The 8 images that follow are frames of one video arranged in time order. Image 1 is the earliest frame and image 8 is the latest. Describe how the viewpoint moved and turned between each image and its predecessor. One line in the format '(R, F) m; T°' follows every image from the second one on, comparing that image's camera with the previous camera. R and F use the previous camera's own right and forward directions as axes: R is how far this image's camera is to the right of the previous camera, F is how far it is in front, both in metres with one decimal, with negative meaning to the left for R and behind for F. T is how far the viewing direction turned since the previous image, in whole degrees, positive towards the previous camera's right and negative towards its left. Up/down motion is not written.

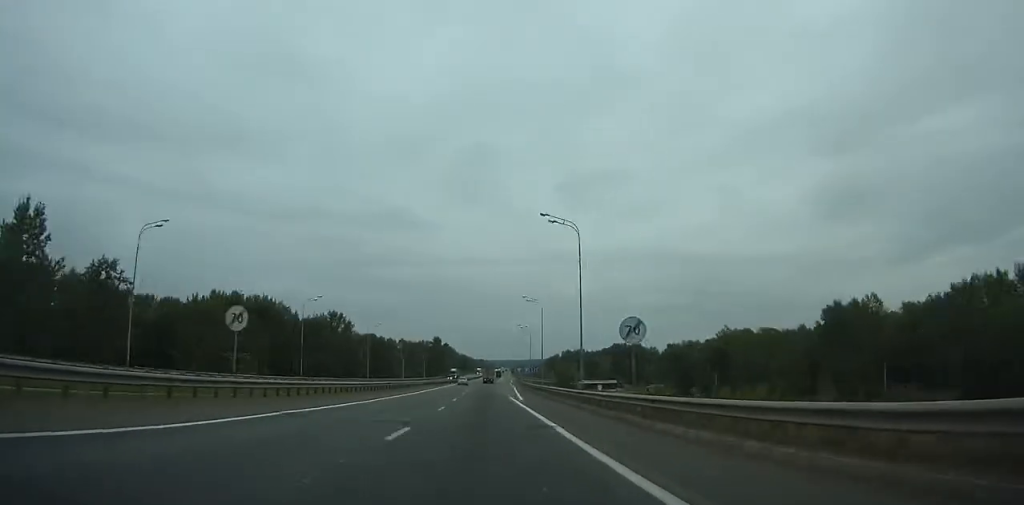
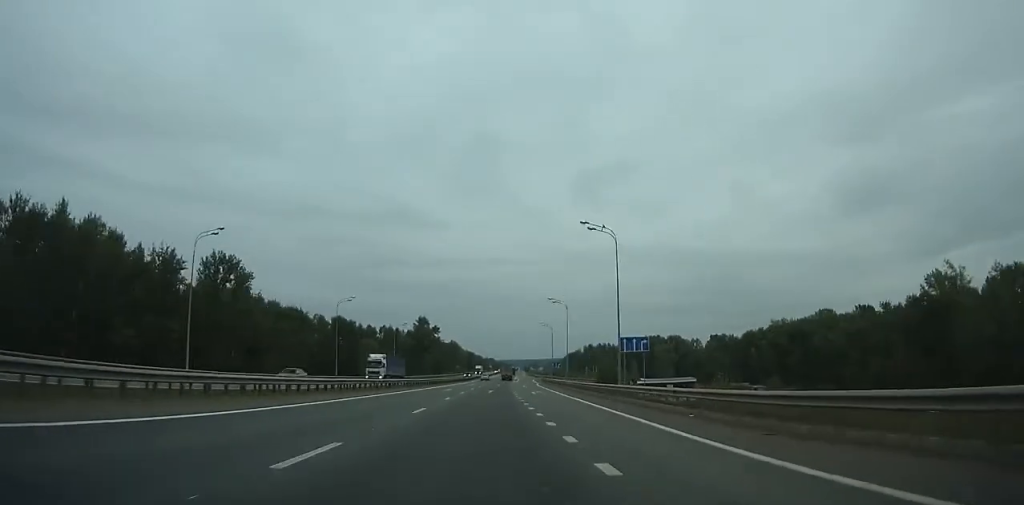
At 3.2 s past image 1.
(-0.6, +76.6) m; -1°
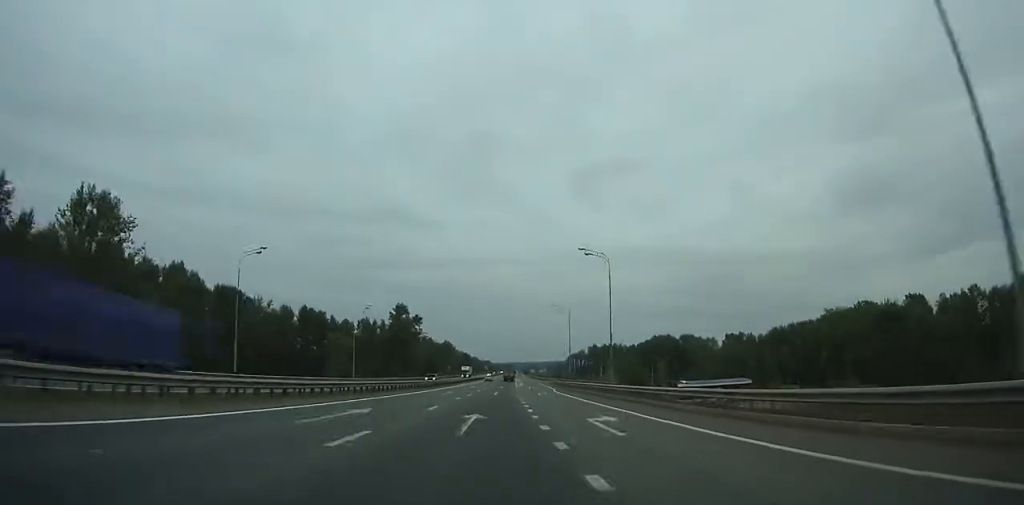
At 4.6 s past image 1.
(-0.2, +33.1) m; 0°
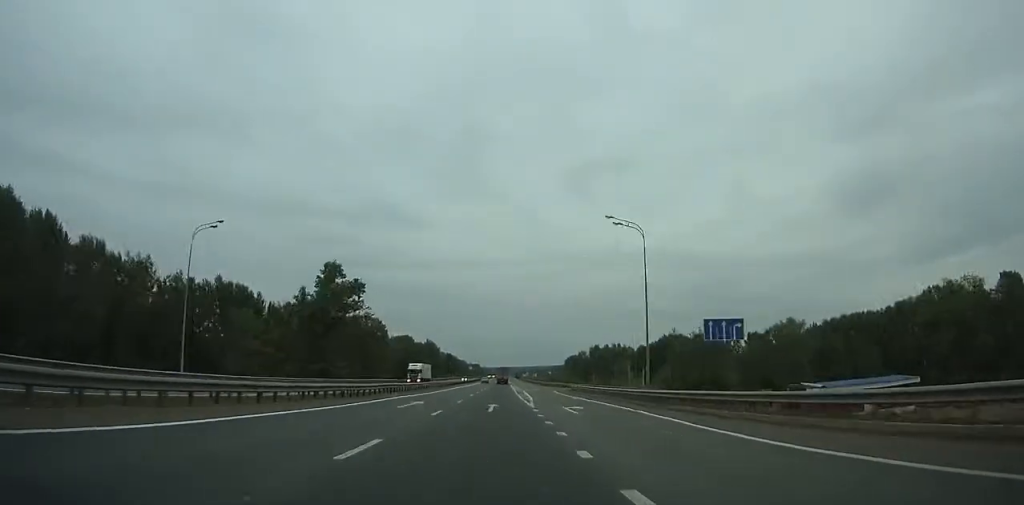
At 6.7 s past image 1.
(+0.1, +49.5) m; 0°
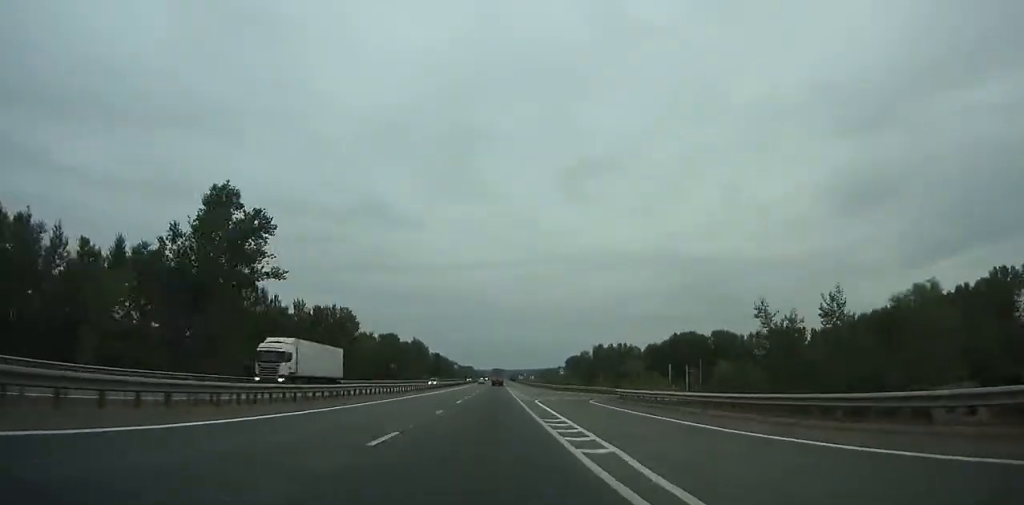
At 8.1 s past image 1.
(+0.1, +33.0) m; +1°
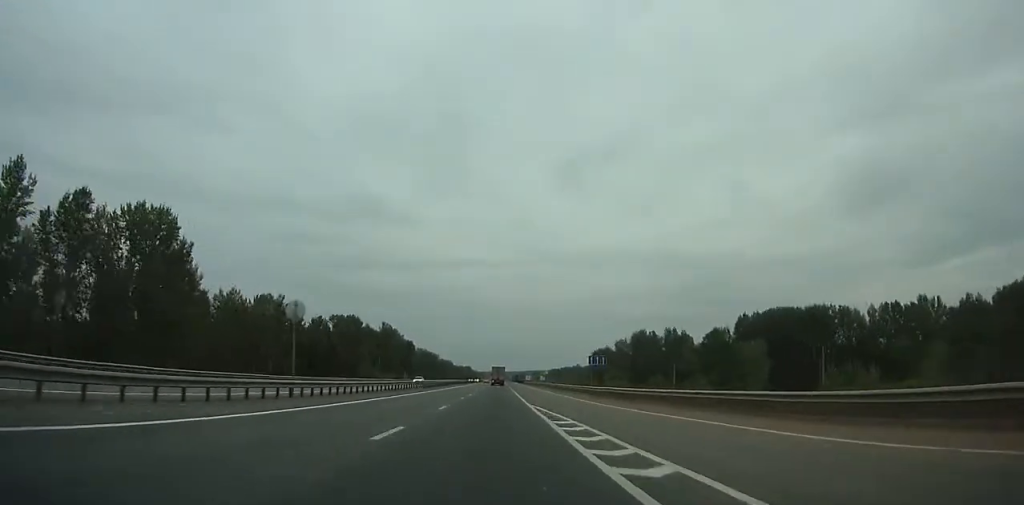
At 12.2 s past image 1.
(+0.9, +96.1) m; +1°
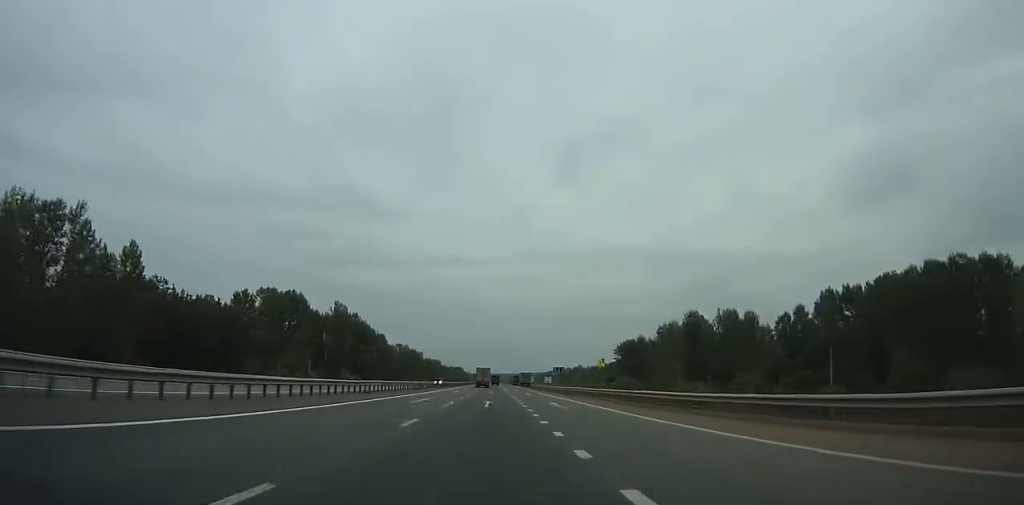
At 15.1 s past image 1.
(-0.1, +67.8) m; 0°
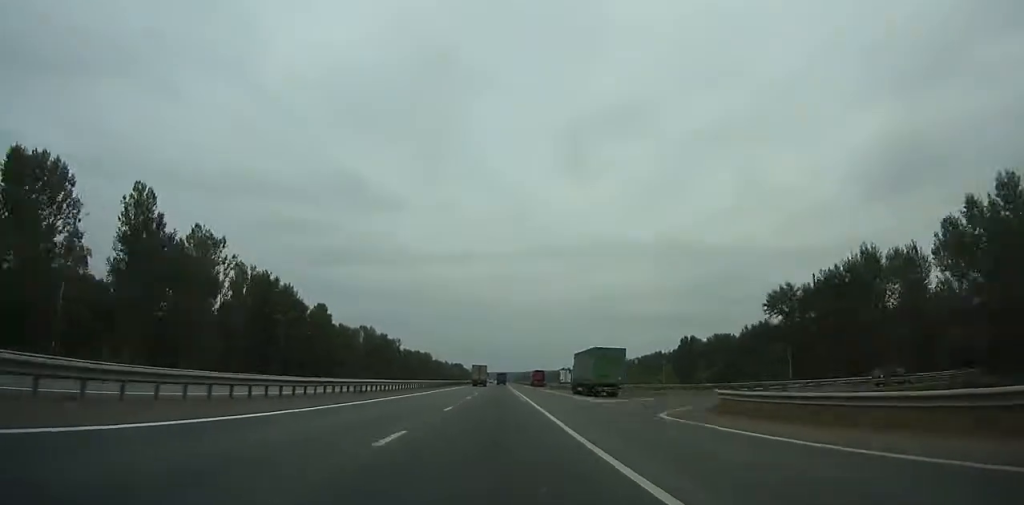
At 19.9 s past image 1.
(+0.1, +112.6) m; 0°
